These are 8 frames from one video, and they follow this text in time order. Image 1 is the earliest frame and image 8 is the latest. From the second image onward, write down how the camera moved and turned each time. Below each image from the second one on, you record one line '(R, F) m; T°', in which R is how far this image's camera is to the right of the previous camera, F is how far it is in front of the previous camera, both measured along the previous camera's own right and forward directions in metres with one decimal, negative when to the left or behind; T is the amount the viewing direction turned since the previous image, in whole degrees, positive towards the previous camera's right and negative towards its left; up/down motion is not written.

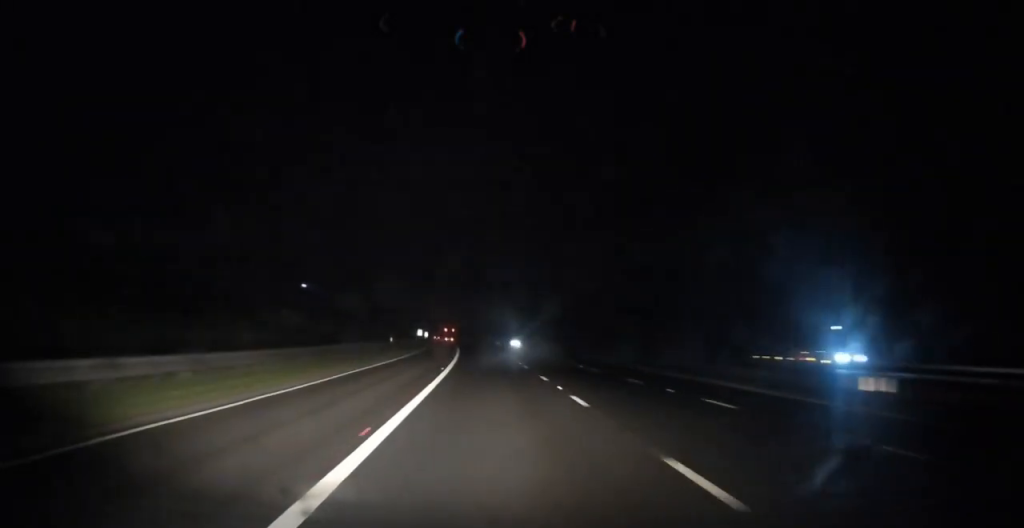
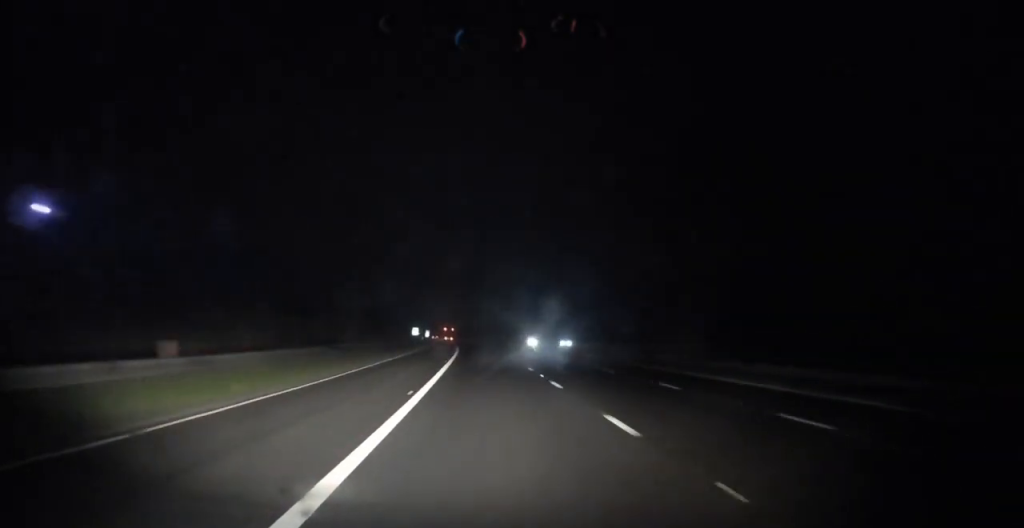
(-0.4, +32.7) m; -1°
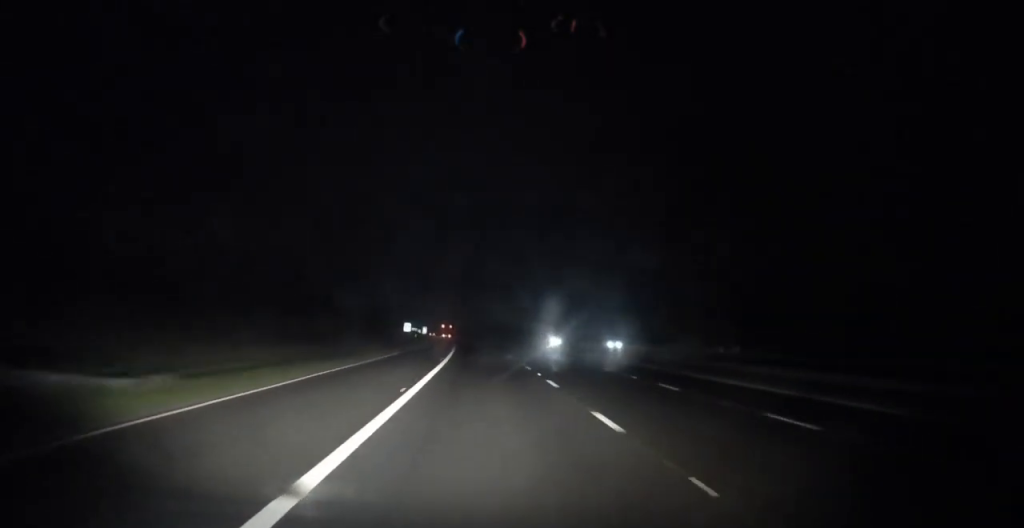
(-0.1, +18.5) m; 0°
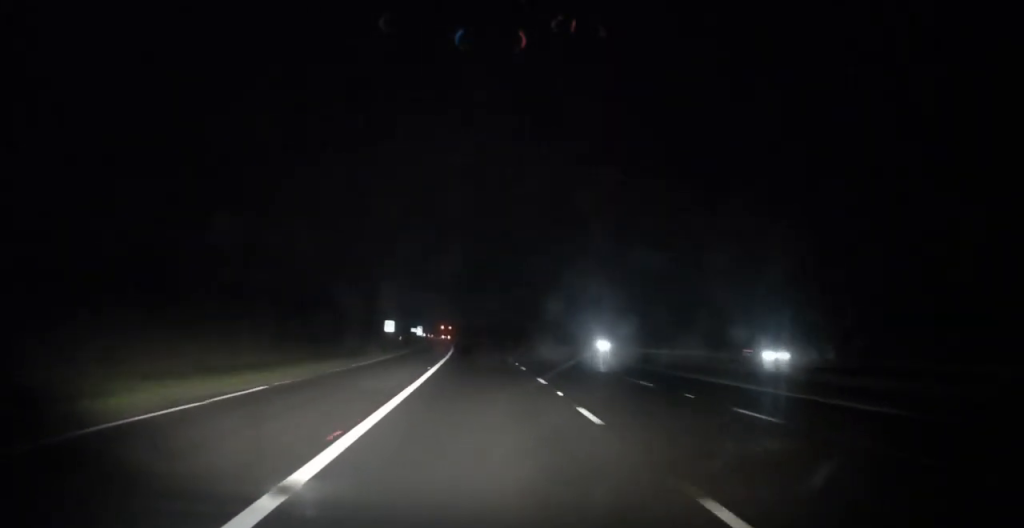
(-0.1, +24.9) m; -1°
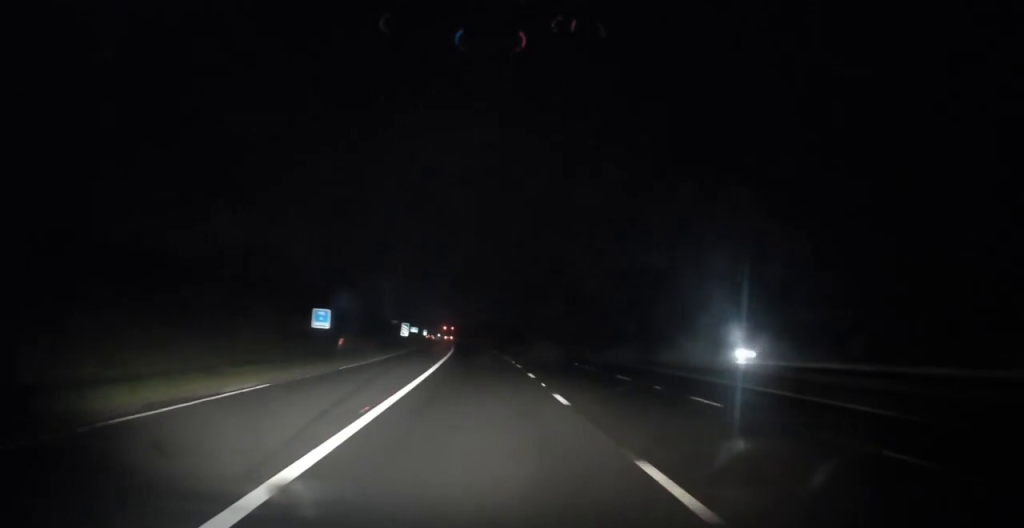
(-0.4, +32.9) m; -2°
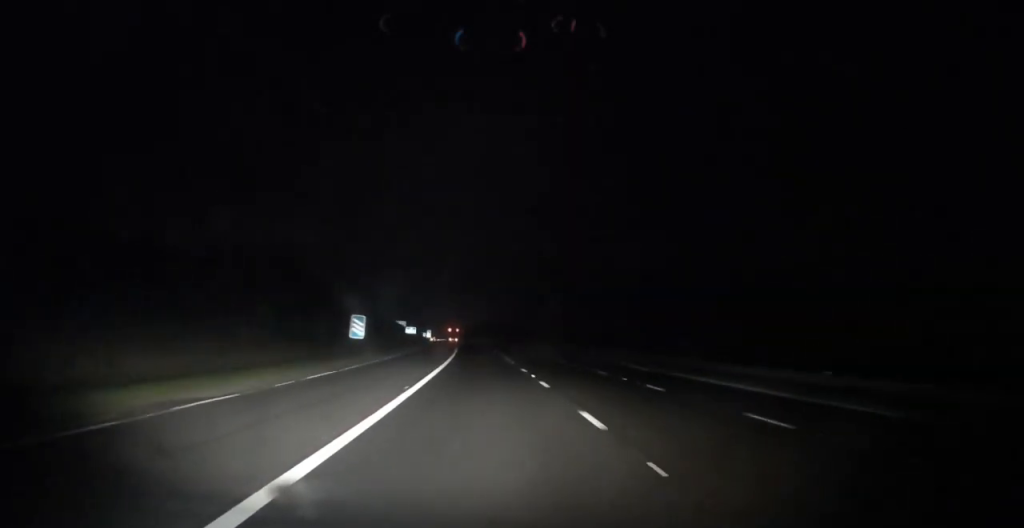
(-0.4, +29.8) m; -1°
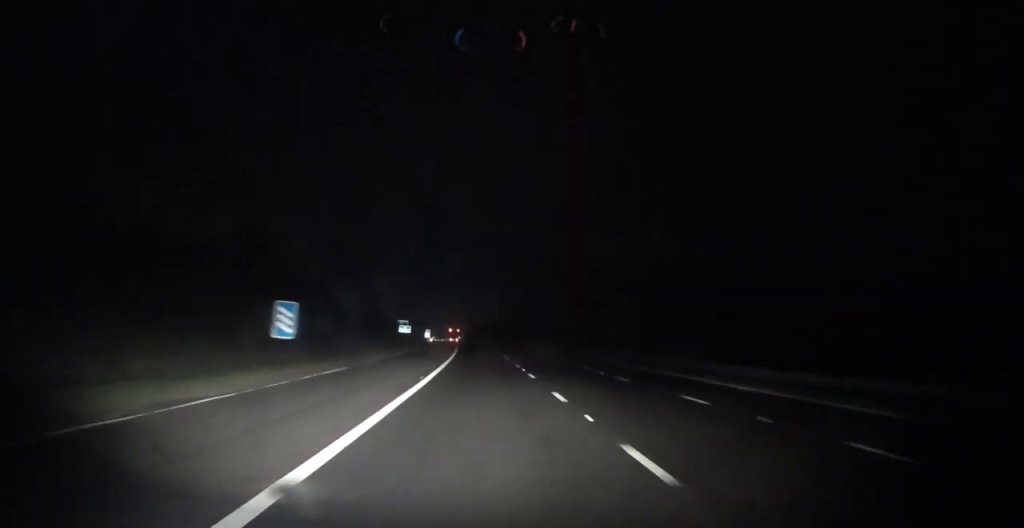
(-0.1, +13.5) m; 0°
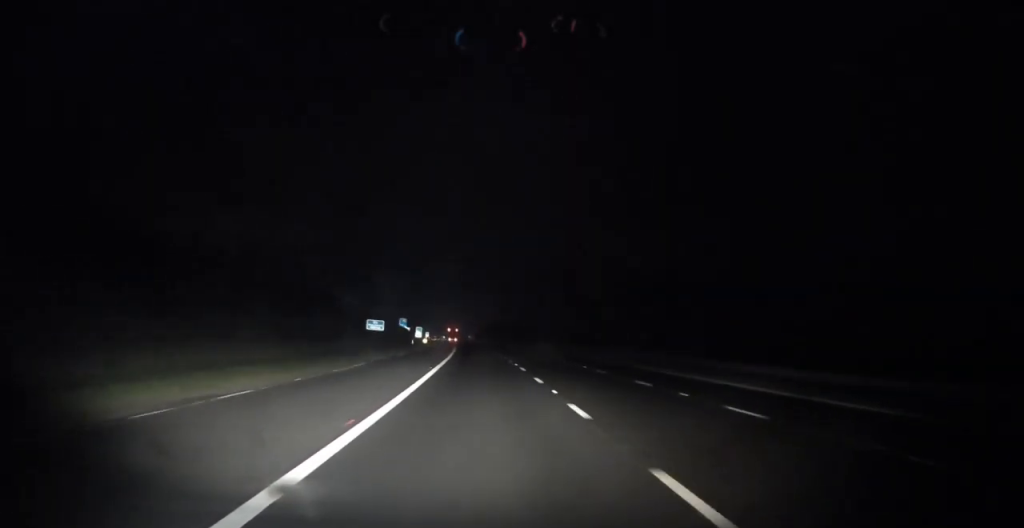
(-0.3, +29.7) m; -1°
